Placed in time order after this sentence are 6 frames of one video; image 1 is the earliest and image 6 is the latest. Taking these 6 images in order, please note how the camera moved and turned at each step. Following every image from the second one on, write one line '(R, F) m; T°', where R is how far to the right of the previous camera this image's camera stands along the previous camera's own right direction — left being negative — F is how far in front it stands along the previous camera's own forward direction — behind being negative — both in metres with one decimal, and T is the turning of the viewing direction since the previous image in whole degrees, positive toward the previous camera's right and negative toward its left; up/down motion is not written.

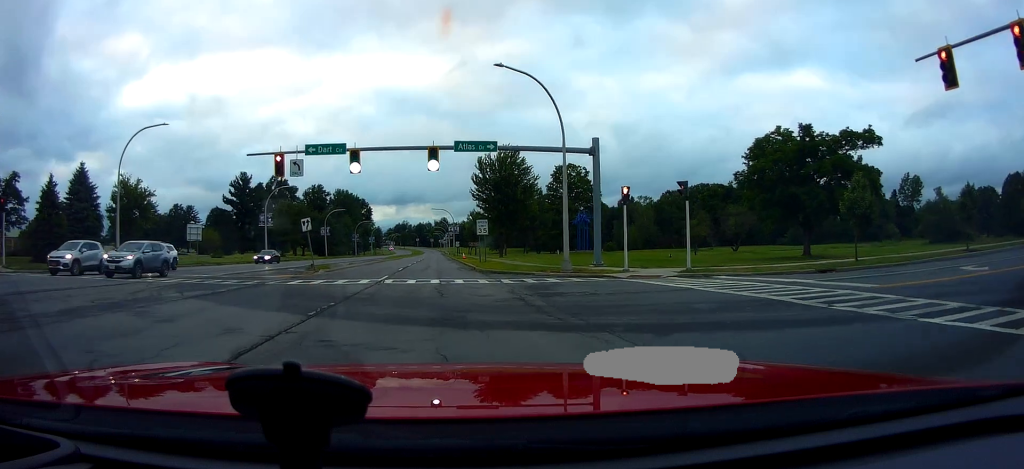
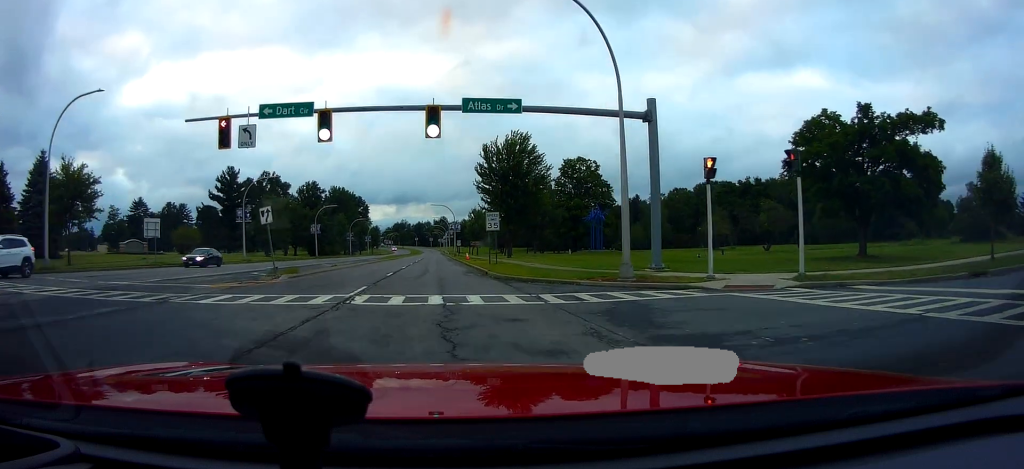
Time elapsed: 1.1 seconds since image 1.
(+0.4, +8.4) m; +1°
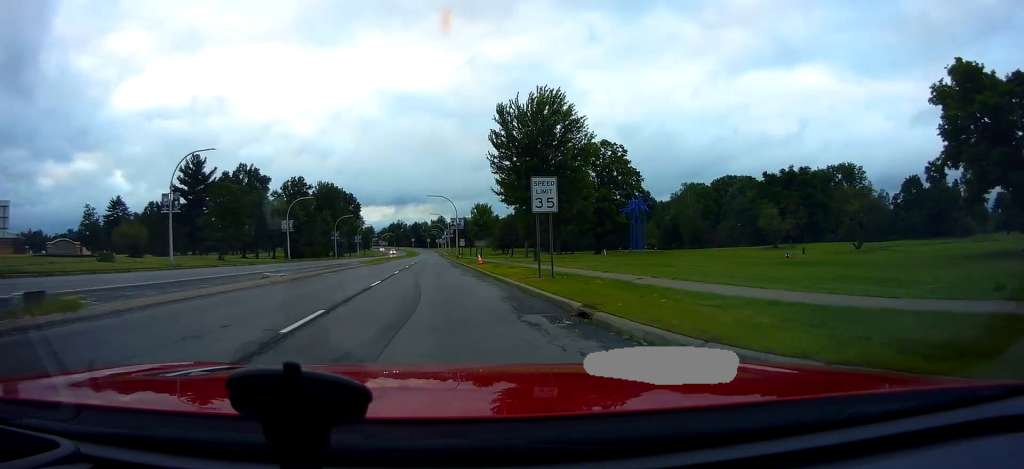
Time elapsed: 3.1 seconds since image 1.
(-1.0, +18.6) m; -2°
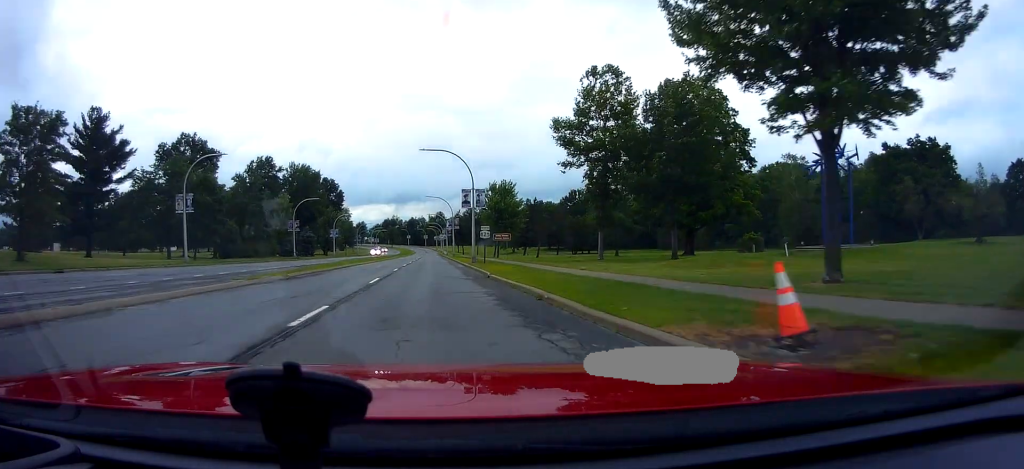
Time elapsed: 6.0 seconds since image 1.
(+0.7, +36.1) m; +1°
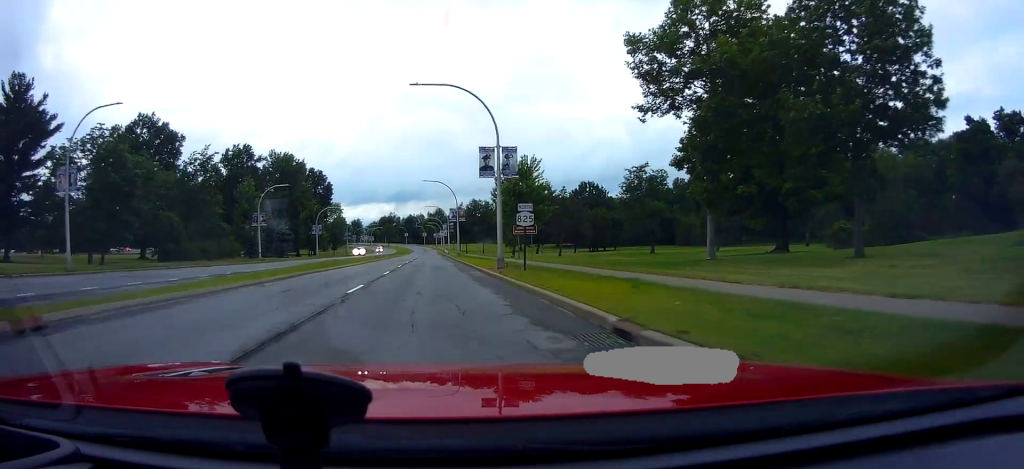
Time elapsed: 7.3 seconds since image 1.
(-0.3, +18.0) m; 0°
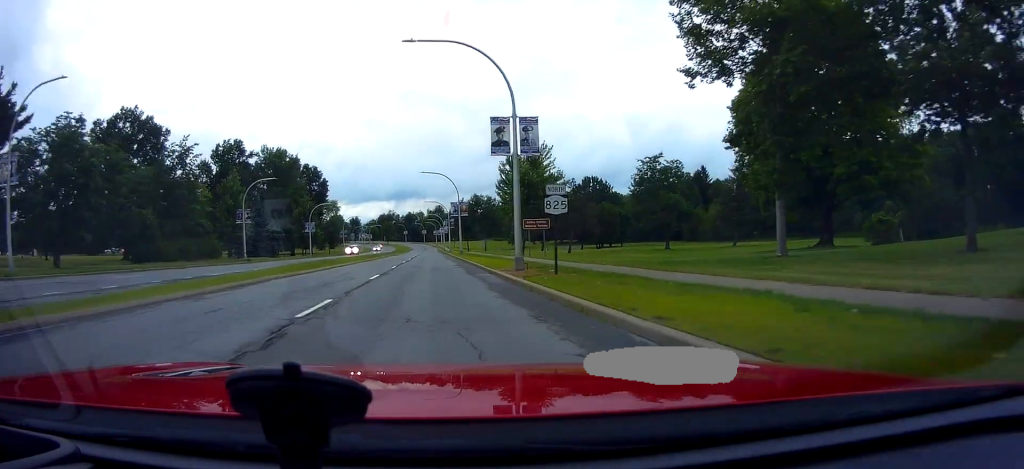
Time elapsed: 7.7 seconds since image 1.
(0.0, +5.9) m; 0°
